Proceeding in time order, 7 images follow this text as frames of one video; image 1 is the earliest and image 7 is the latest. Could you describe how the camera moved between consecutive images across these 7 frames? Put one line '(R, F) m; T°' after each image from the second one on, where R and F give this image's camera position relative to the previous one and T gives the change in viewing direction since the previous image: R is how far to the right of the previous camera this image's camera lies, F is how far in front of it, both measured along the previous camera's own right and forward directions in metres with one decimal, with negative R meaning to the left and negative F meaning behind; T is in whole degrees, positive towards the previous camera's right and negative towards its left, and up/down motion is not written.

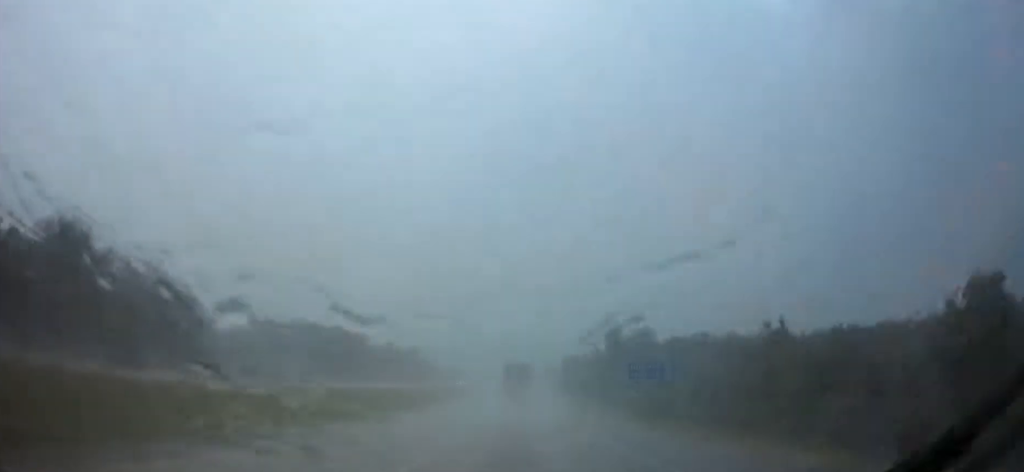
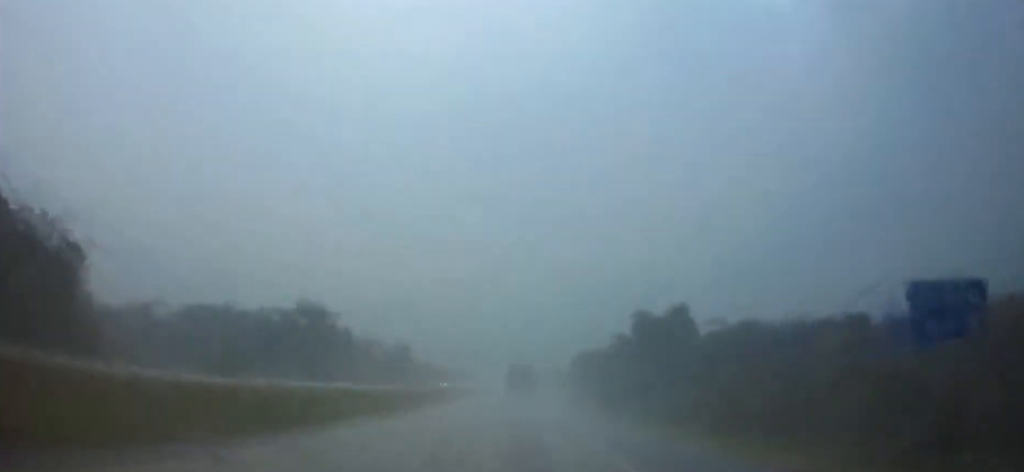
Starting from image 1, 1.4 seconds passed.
(-0.1, +37.1) m; 0°
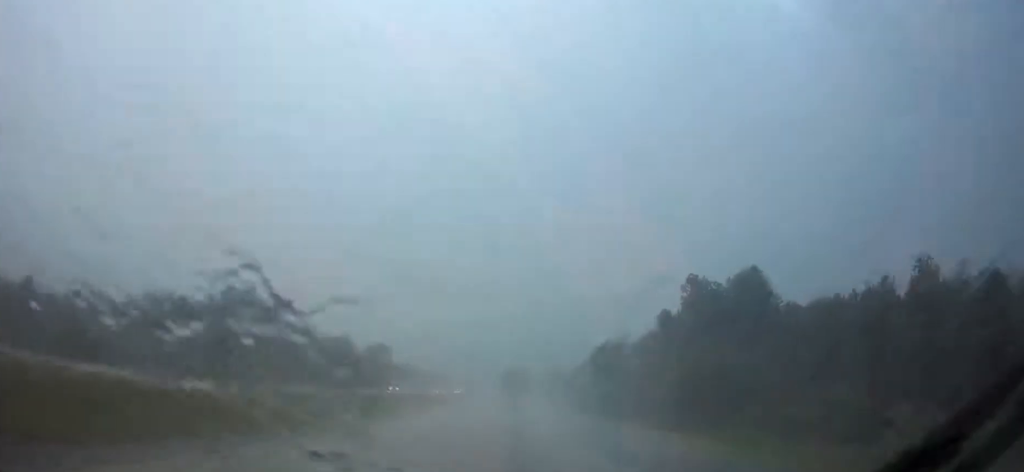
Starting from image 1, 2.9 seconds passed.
(+0.1, +41.2) m; +1°
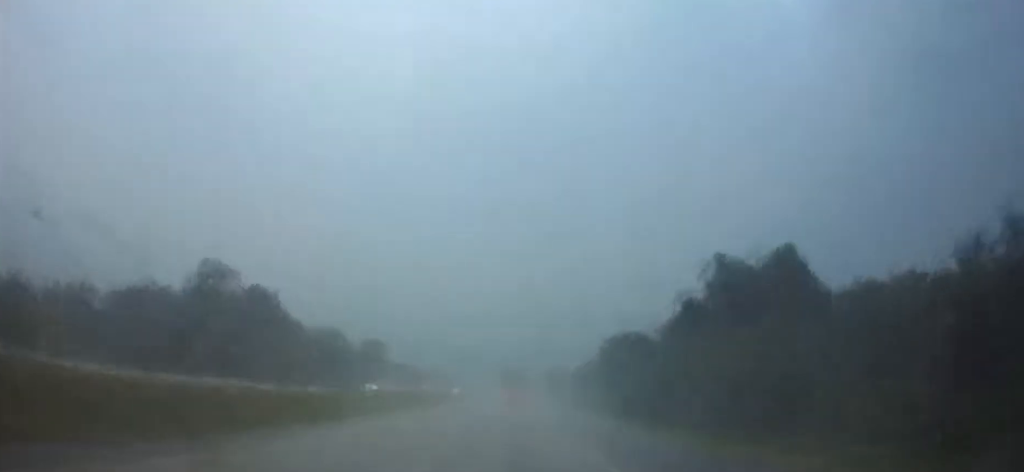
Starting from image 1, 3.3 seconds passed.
(+0.1, +11.5) m; 0°
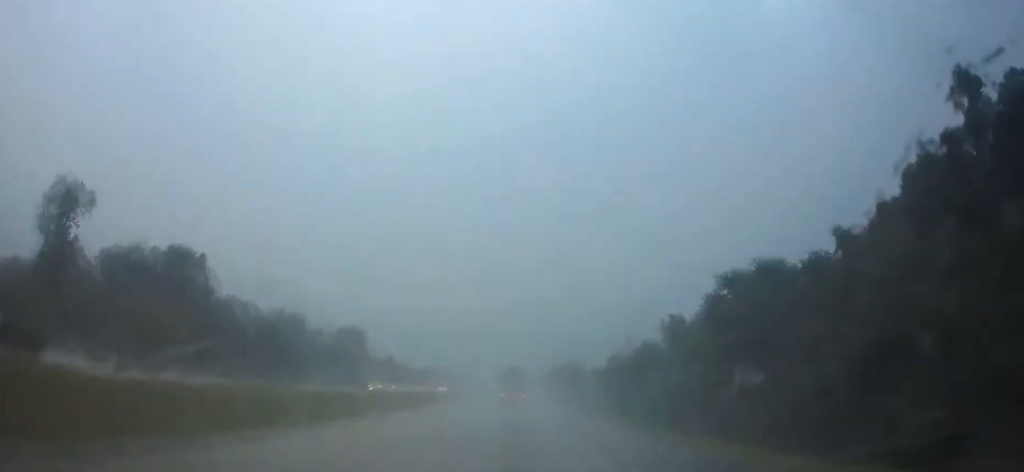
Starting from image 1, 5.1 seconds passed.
(-0.2, +46.3) m; -1°
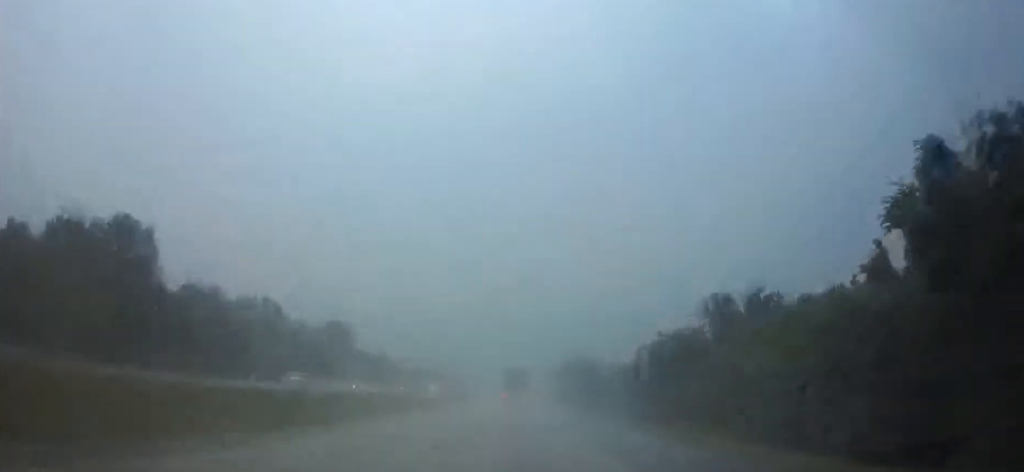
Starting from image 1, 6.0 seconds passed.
(-0.1, +22.8) m; 0°
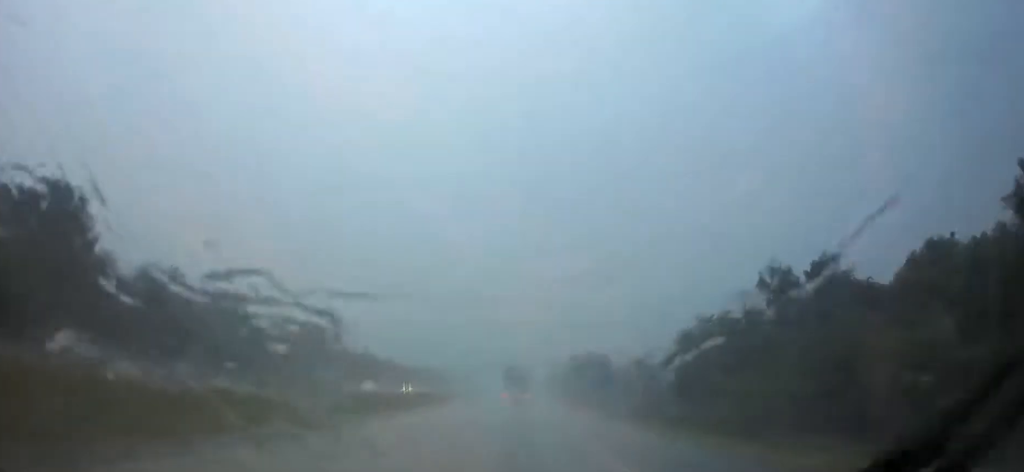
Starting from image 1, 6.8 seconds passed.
(0.0, +20.0) m; 0°
